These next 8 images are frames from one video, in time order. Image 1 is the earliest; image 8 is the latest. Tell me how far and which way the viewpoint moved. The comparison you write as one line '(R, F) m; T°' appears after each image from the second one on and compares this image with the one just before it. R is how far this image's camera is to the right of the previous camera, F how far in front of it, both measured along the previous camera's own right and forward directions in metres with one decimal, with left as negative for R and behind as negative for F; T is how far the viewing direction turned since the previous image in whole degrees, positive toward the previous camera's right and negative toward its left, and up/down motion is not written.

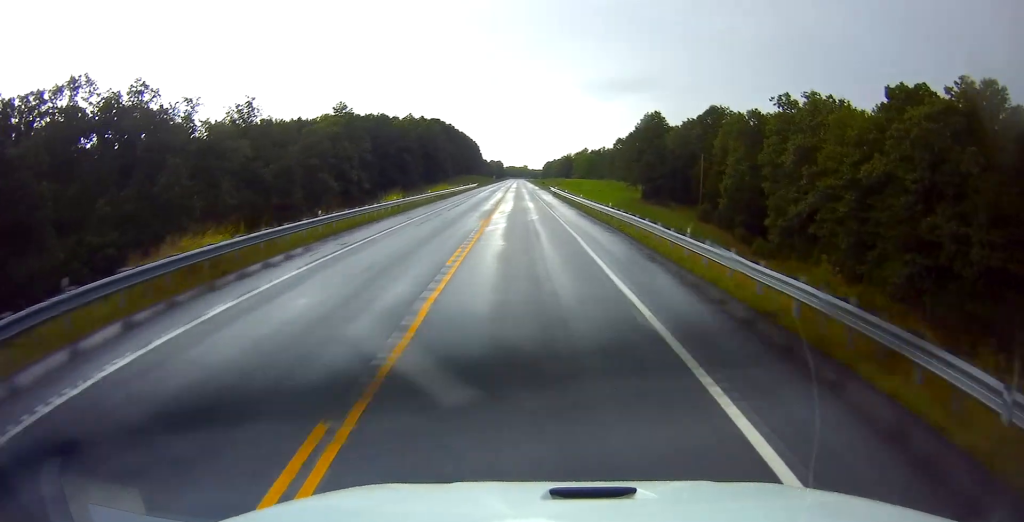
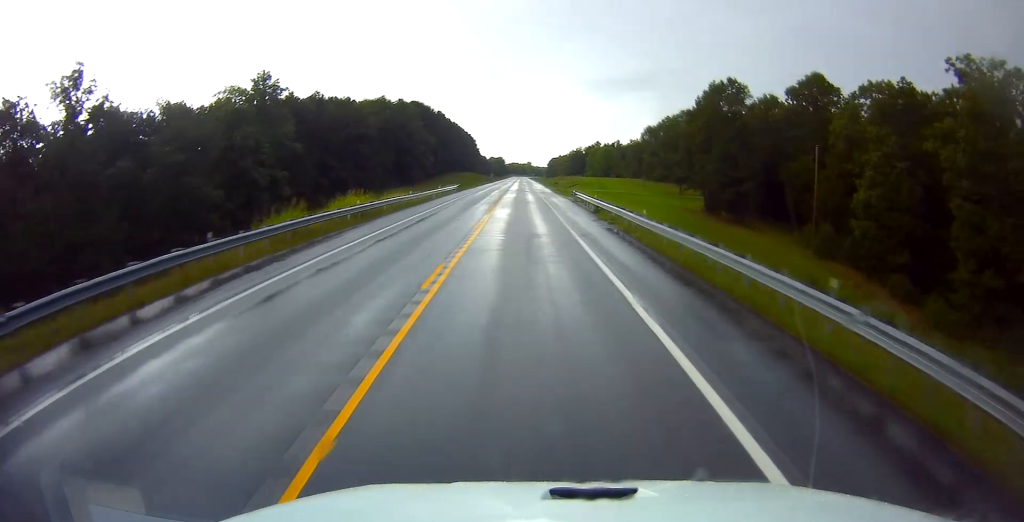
(+0.6, +39.6) m; +1°
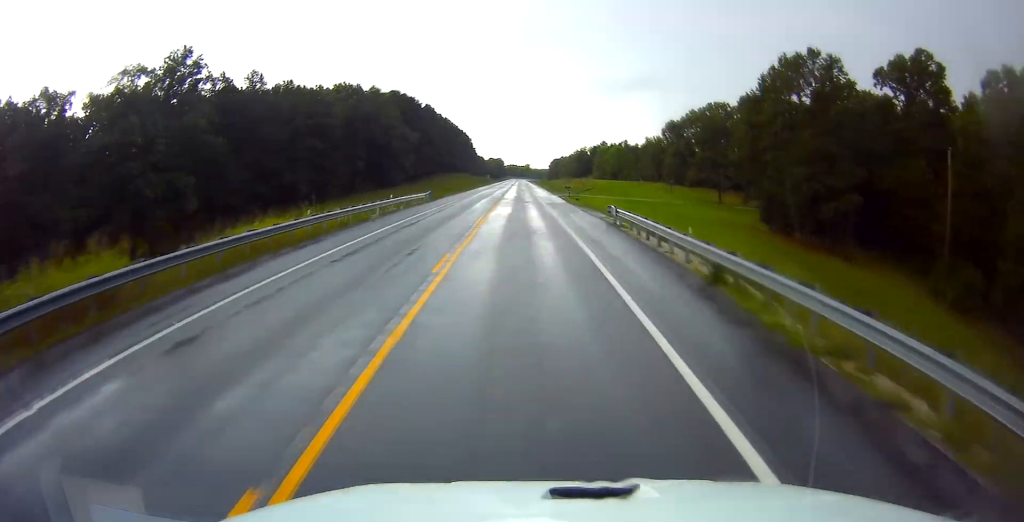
(0.0, +22.3) m; 0°
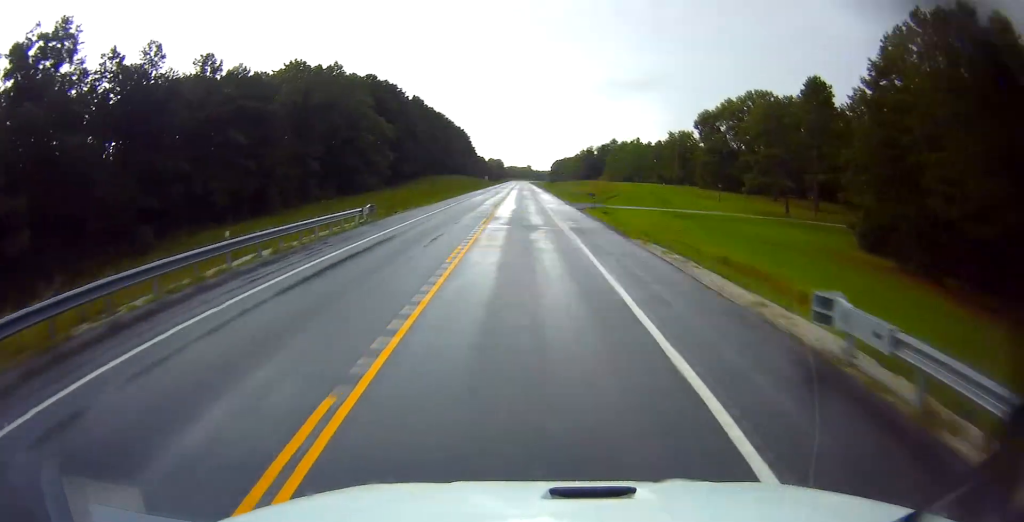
(+0.1, +22.4) m; -1°
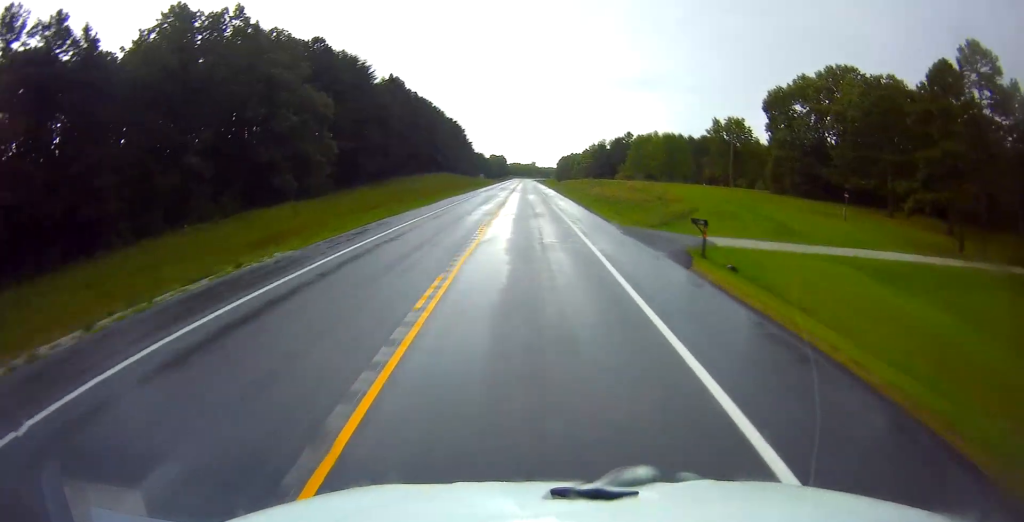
(-0.6, +29.5) m; 0°
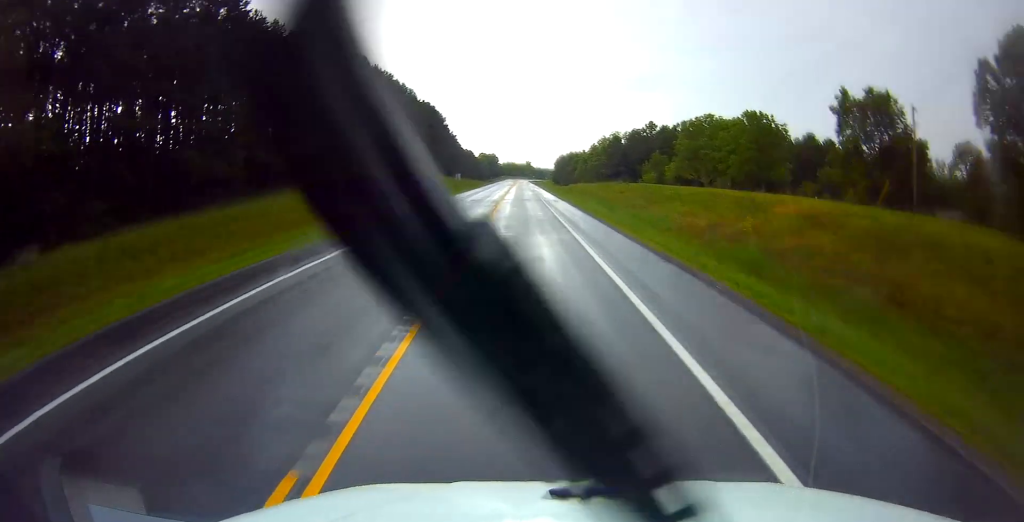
(+1.0, +44.7) m; +1°
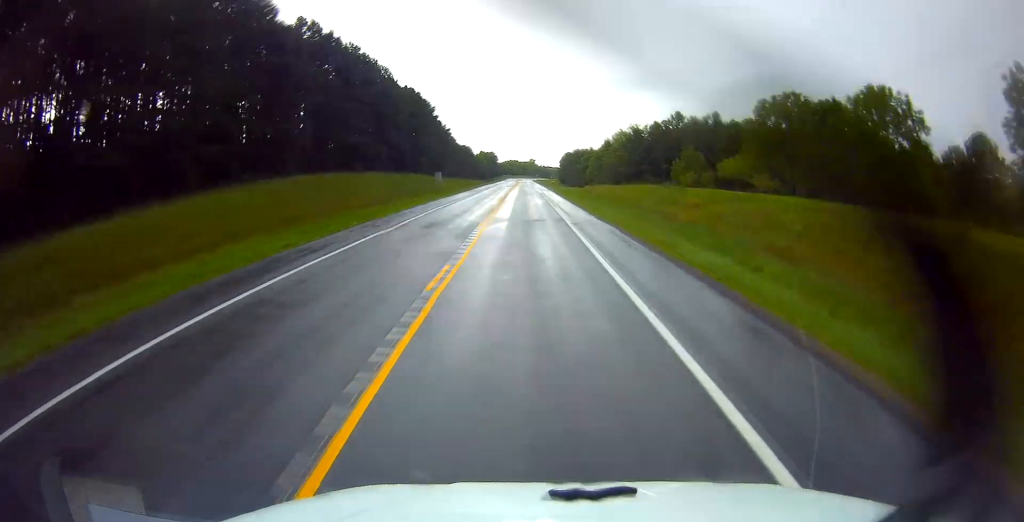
(0.0, +26.4) m; 0°
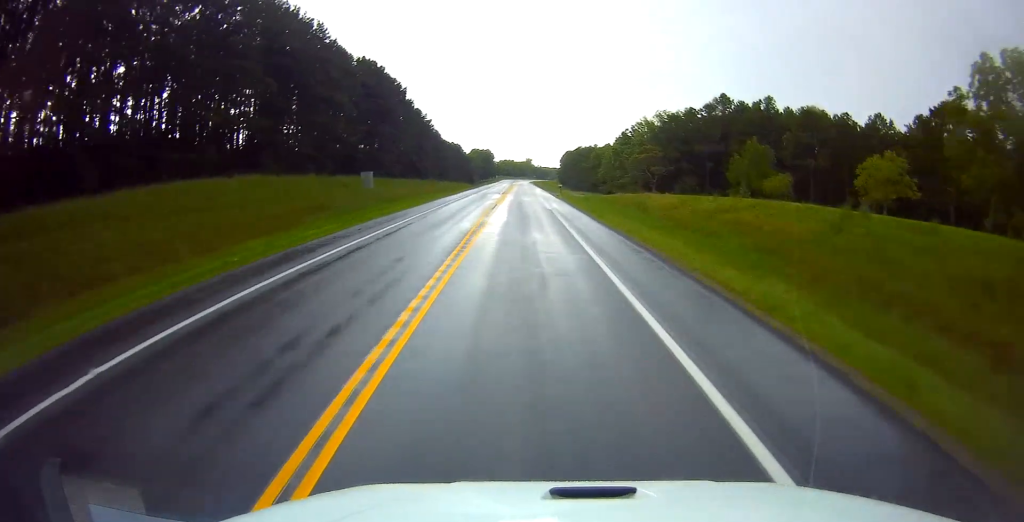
(-0.4, +34.5) m; -1°
